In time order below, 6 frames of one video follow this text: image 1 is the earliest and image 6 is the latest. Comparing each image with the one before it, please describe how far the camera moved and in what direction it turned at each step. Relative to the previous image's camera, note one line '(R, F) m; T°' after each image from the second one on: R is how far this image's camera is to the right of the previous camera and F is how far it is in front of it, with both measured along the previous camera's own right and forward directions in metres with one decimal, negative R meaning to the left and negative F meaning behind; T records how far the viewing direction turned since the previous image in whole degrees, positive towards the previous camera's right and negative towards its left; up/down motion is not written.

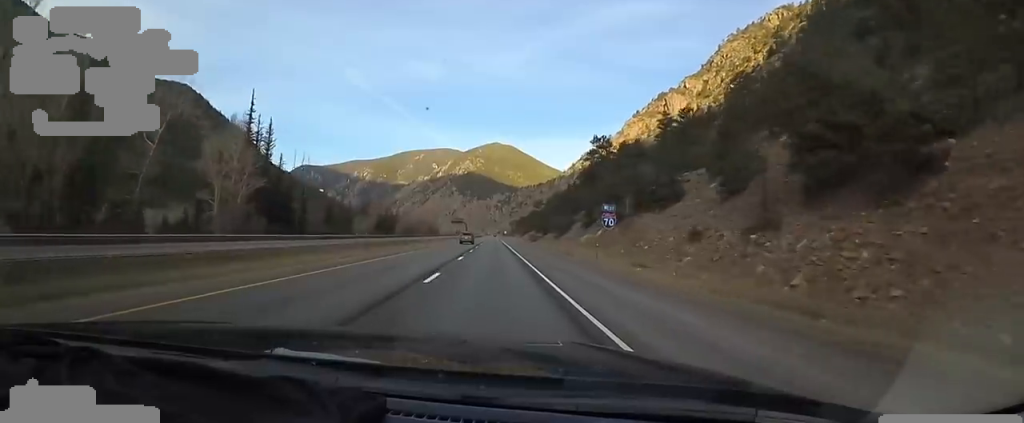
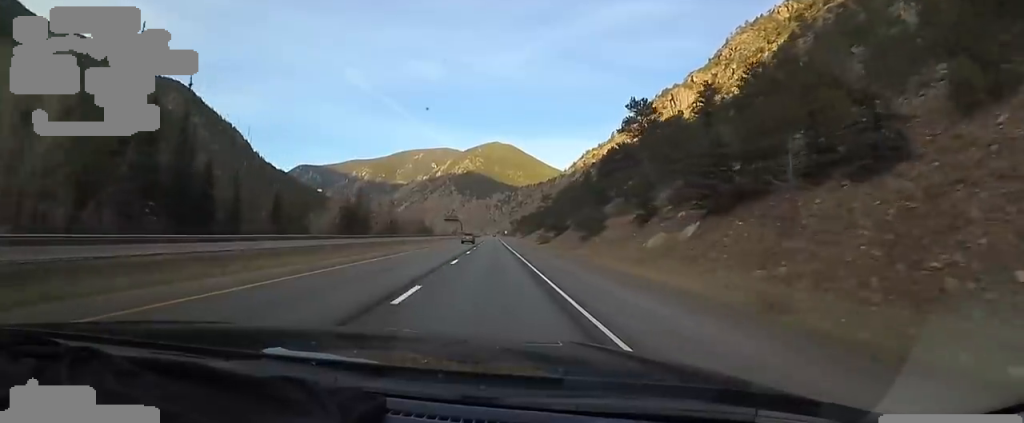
(+0.3, +28.3) m; +2°
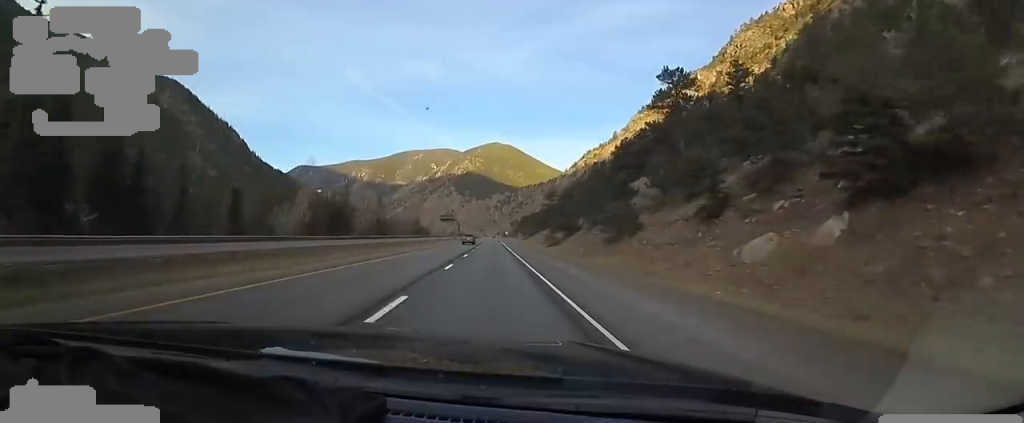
(+0.2, +14.7) m; +1°
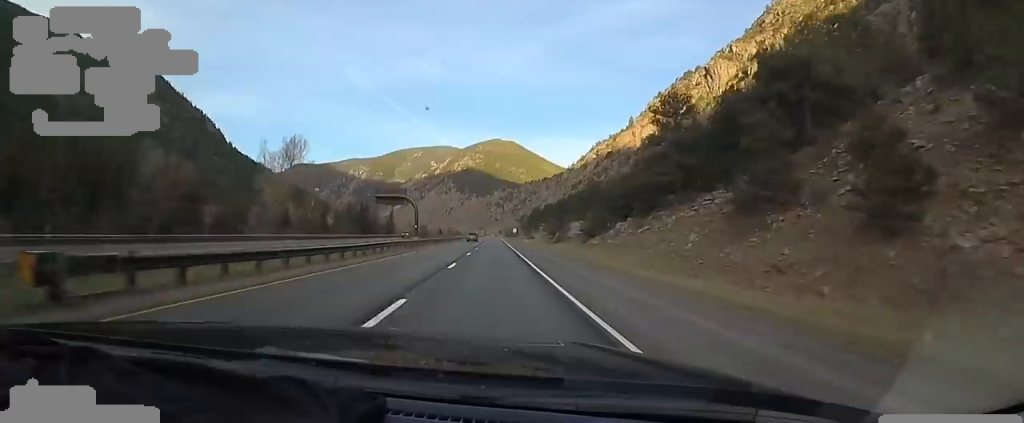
(-2.3, +97.1) m; -1°
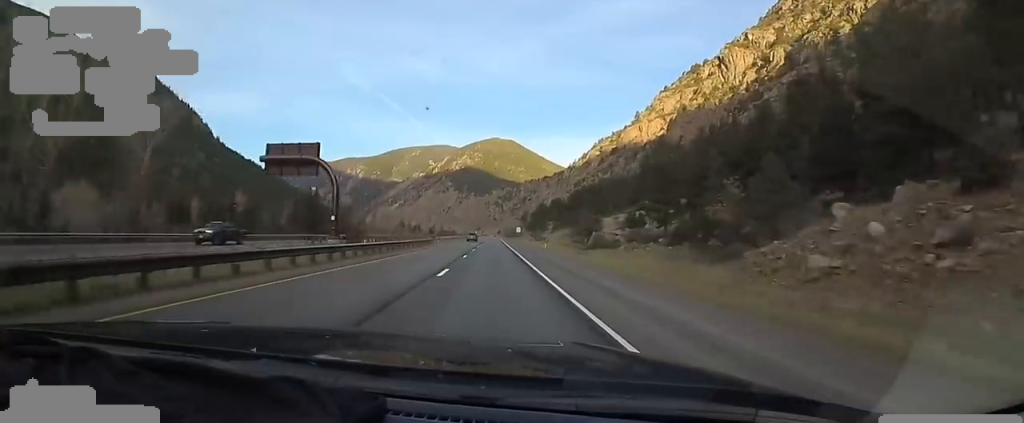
(+0.5, +39.4) m; 0°
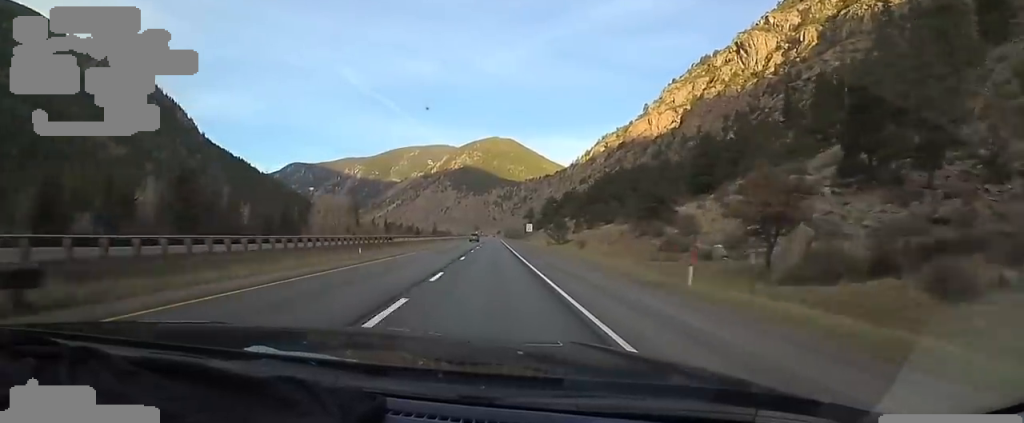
(+0.1, +45.3) m; -1°
